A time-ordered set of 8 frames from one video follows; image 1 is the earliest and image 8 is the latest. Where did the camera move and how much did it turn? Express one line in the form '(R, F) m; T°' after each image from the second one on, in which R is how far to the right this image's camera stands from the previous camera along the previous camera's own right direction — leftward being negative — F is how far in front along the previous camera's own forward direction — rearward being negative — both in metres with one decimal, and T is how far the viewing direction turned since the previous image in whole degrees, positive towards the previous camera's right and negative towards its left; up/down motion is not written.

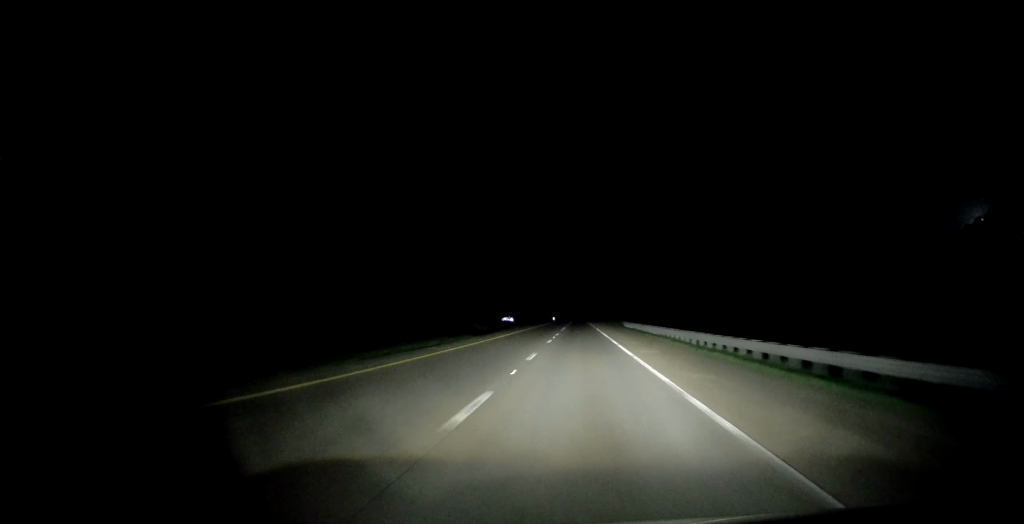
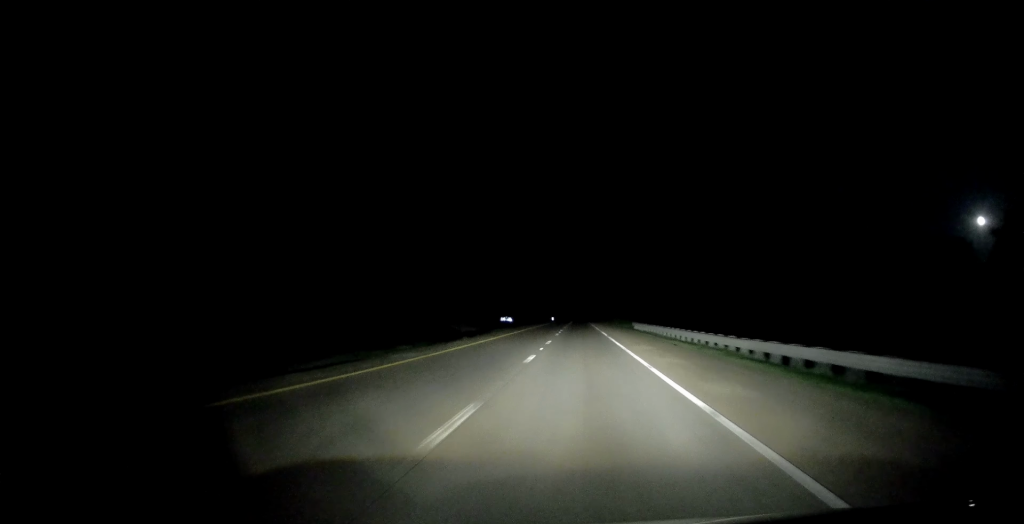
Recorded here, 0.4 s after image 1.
(-0.1, +13.4) m; 0°
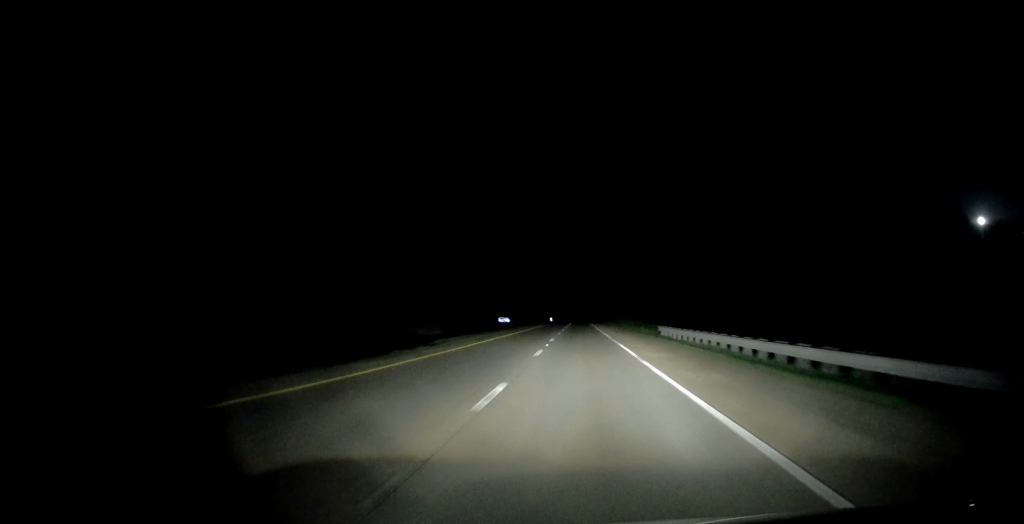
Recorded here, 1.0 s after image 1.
(-0.3, +21.3) m; +1°
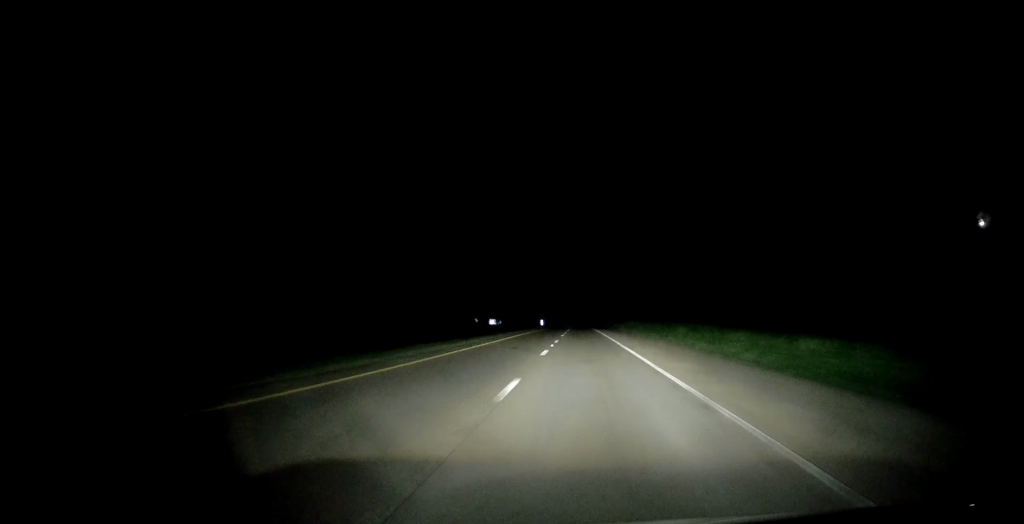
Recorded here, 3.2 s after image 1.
(0.0, +72.5) m; -1°
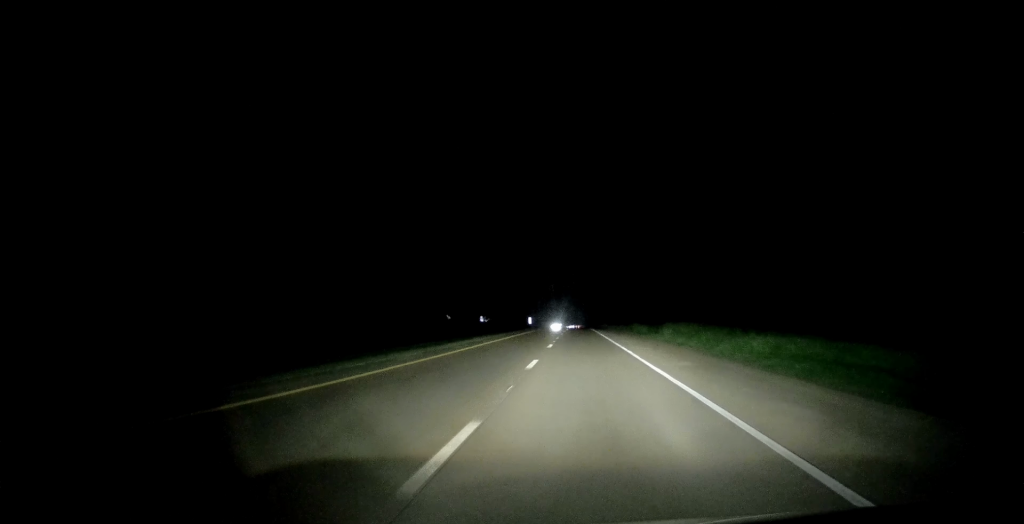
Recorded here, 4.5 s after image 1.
(+0.2, +43.3) m; +1°
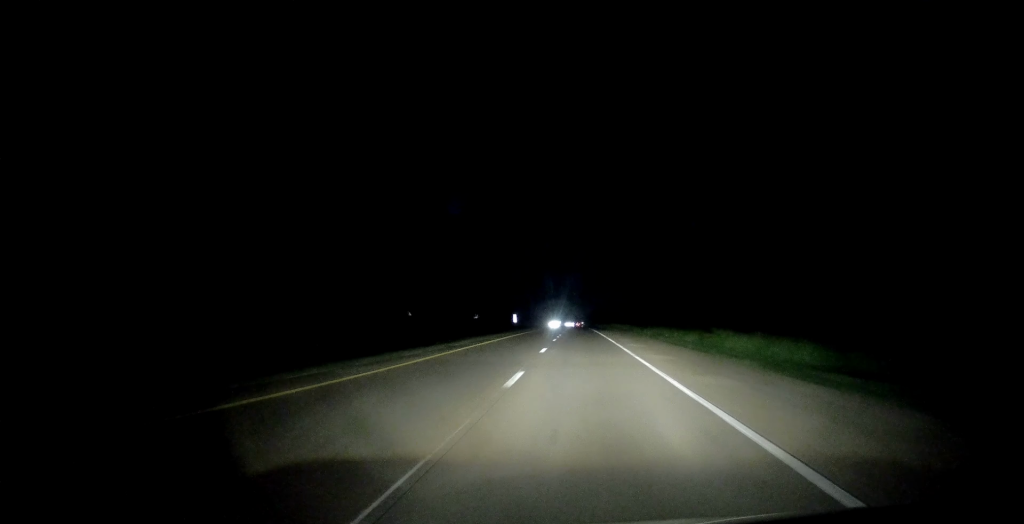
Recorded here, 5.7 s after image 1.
(+0.3, +41.2) m; 0°
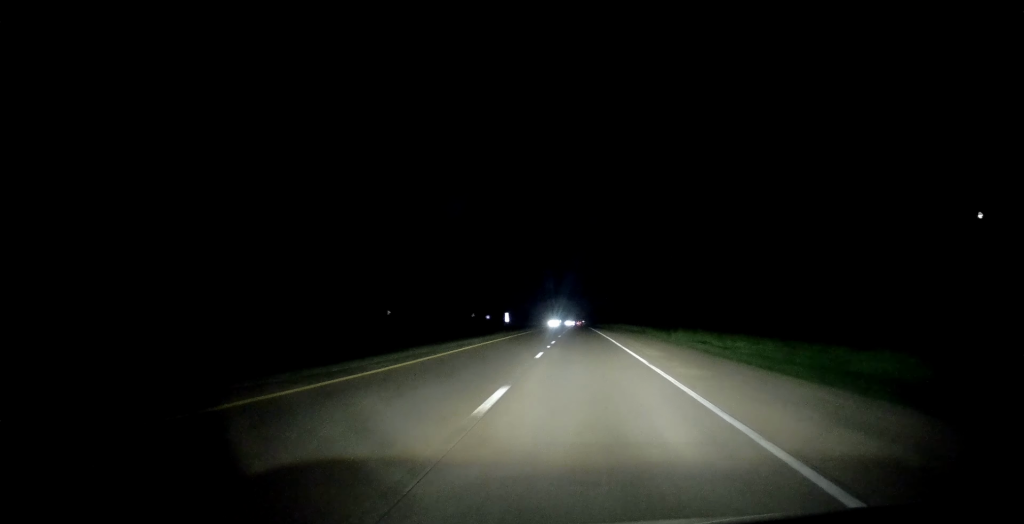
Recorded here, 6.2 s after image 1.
(+0.1, +15.6) m; 0°
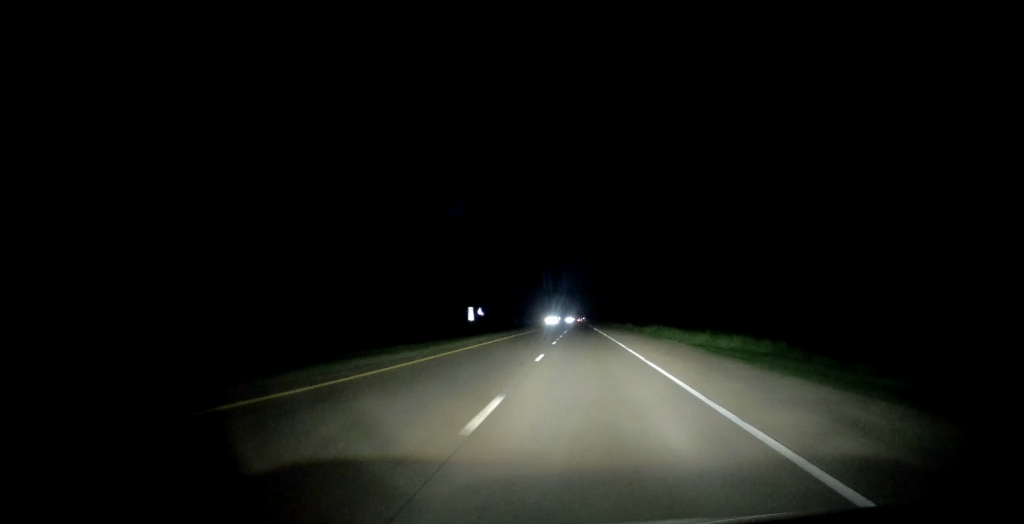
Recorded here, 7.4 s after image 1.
(-0.2, +39.1) m; 0°
